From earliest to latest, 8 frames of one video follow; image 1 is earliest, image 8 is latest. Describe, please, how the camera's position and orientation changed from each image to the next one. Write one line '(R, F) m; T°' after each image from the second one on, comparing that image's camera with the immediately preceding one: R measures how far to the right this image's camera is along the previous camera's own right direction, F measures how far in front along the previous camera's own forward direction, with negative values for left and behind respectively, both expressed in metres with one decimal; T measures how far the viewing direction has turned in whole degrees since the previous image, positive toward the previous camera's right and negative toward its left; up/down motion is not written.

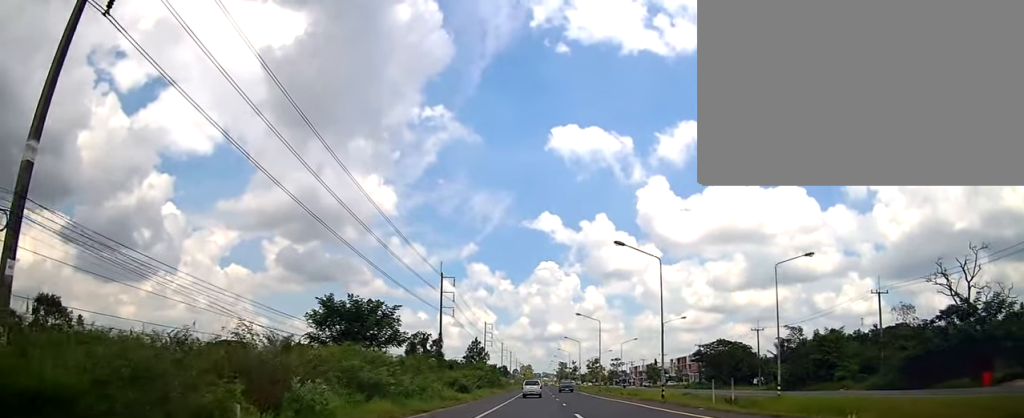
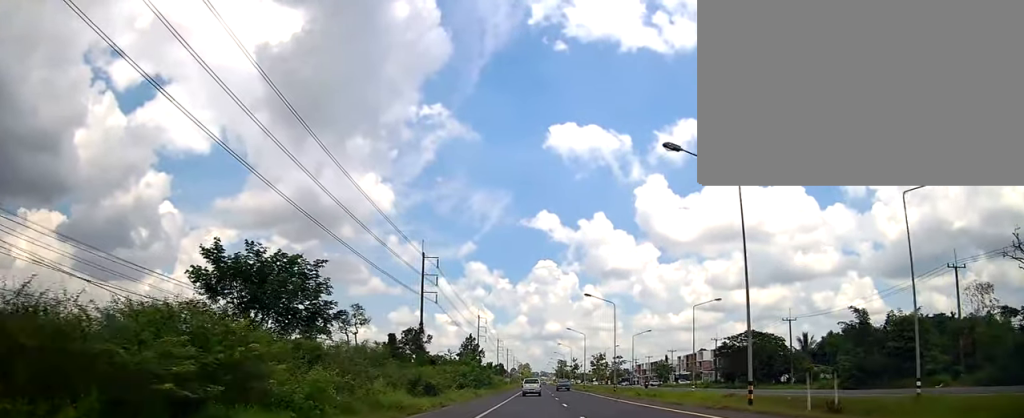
(-0.1, +14.1) m; 0°
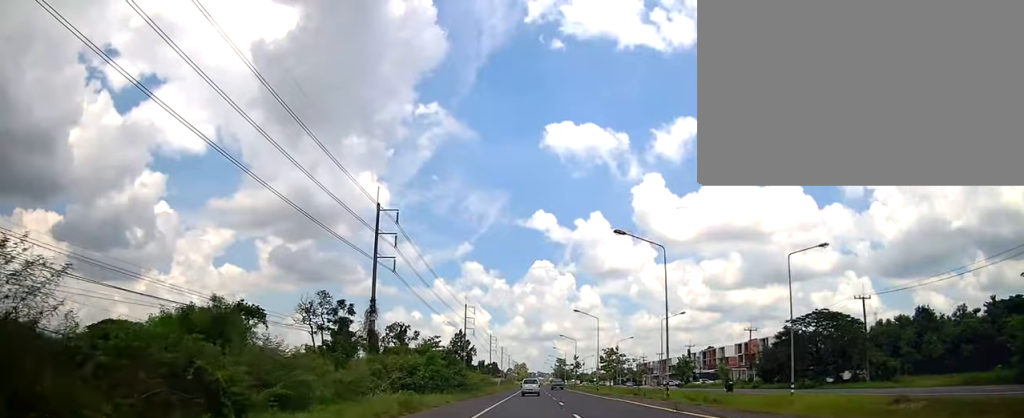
(+0.1, +22.2) m; +1°
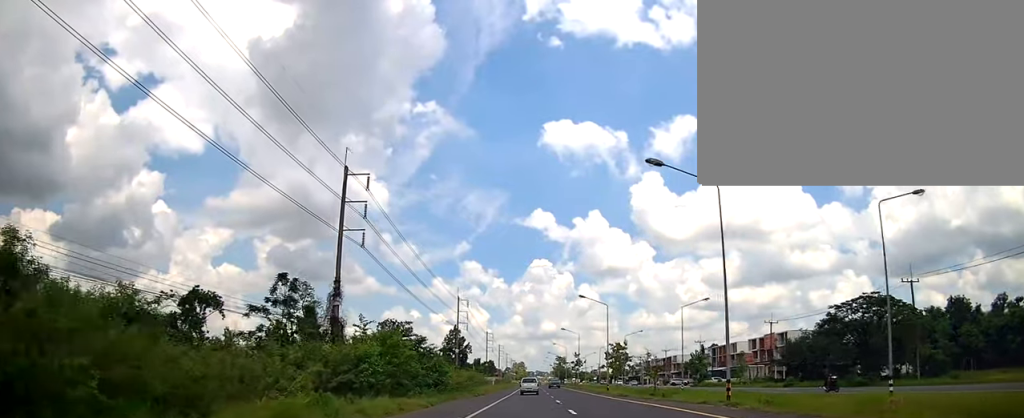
(0.0, +10.1) m; +1°
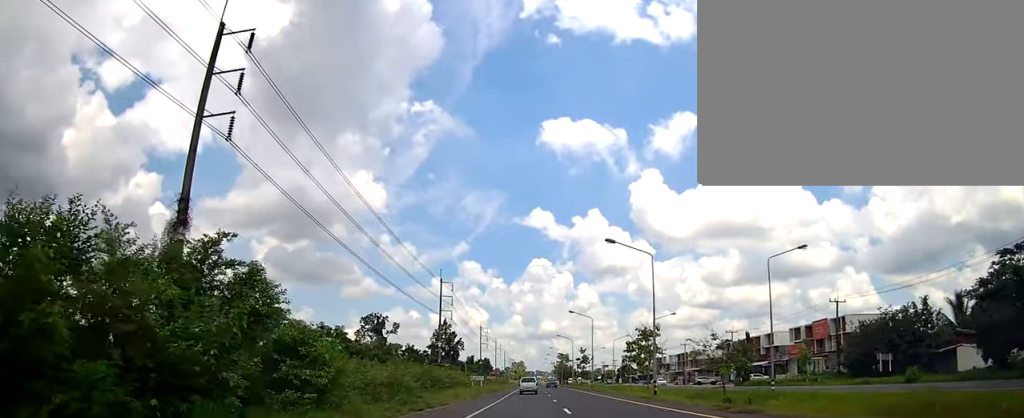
(+0.5, +21.9) m; +1°
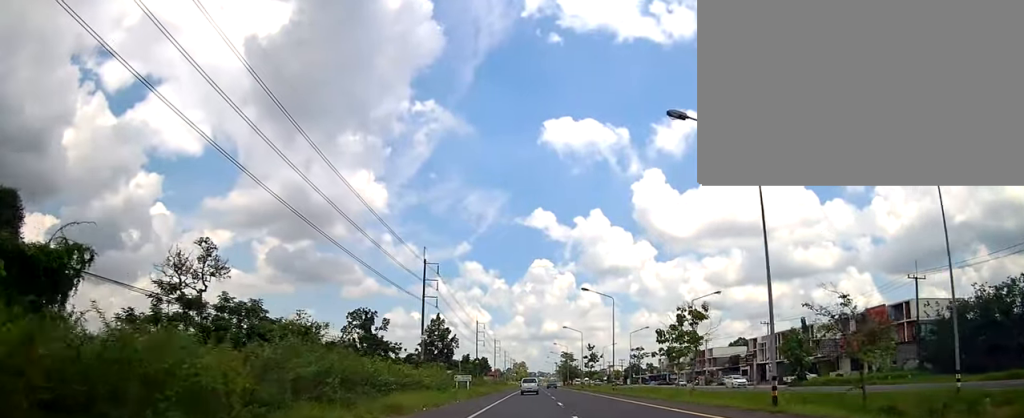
(-0.1, +16.9) m; -1°
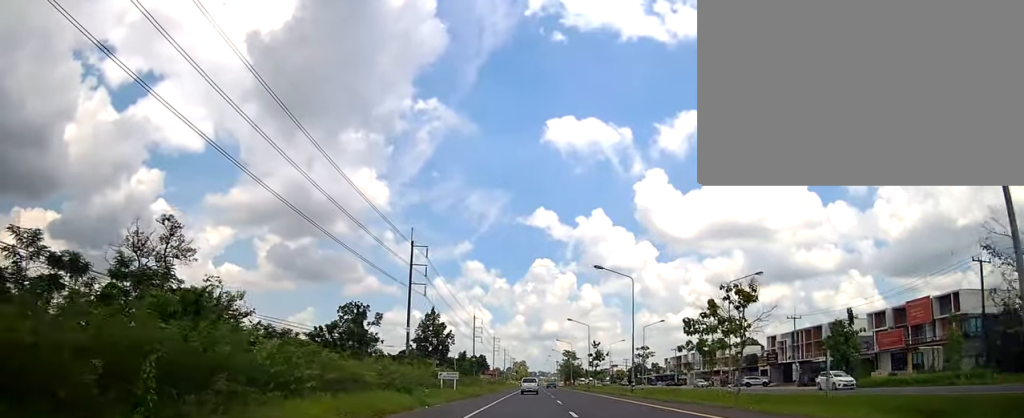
(-0.2, +9.8) m; 0°
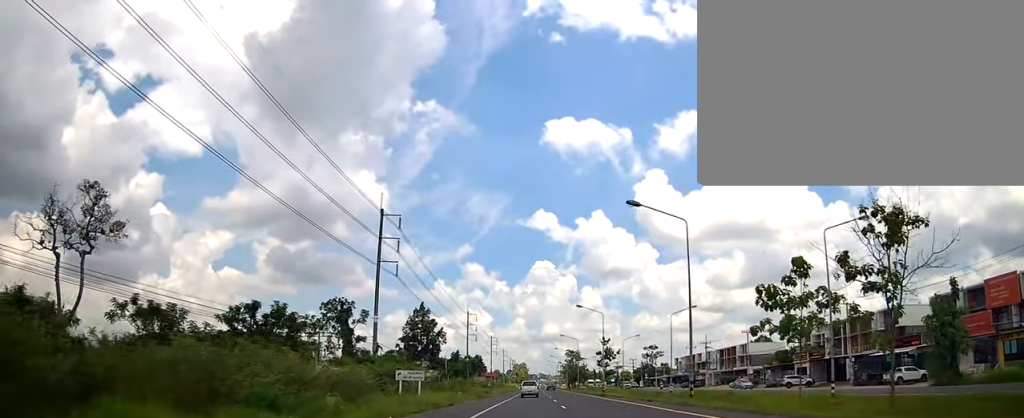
(+0.1, +15.4) m; 0°
